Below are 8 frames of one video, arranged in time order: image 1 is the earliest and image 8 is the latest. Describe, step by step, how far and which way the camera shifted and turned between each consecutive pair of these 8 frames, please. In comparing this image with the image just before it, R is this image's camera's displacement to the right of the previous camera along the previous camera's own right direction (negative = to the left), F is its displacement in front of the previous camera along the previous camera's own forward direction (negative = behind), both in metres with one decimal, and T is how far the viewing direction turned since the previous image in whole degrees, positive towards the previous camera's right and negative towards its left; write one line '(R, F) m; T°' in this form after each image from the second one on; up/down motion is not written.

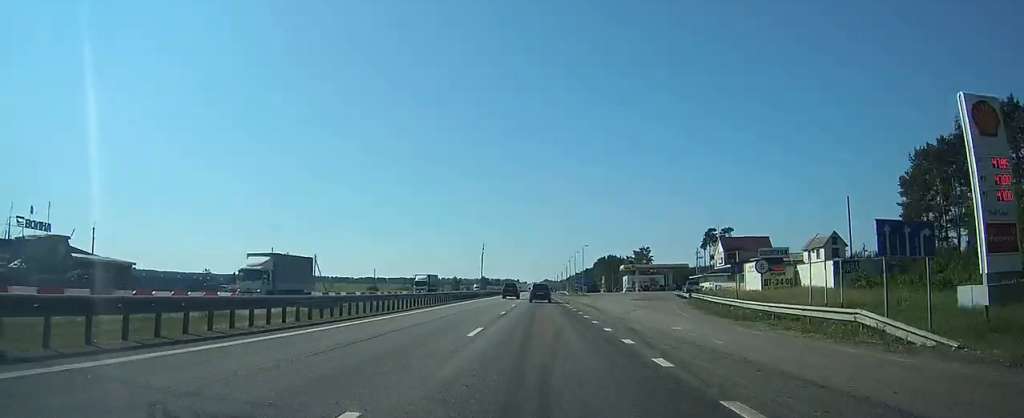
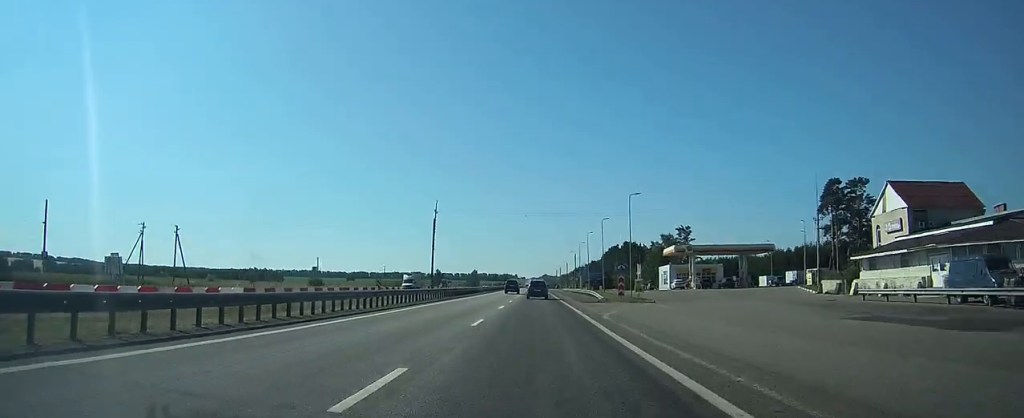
(0.0, +56.8) m; 0°
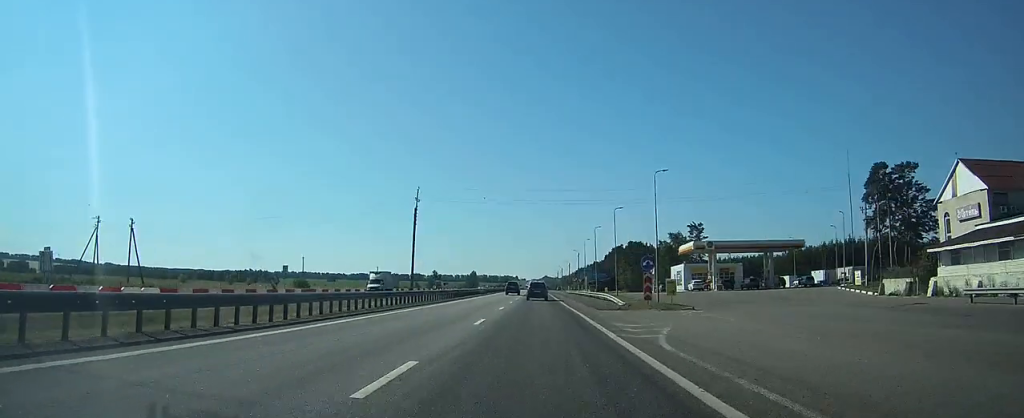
(0.0, +11.2) m; 0°
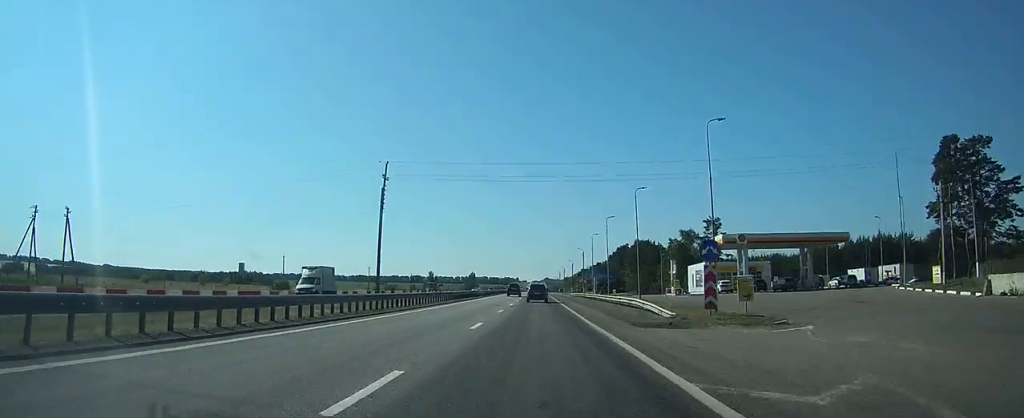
(0.0, +12.9) m; 0°
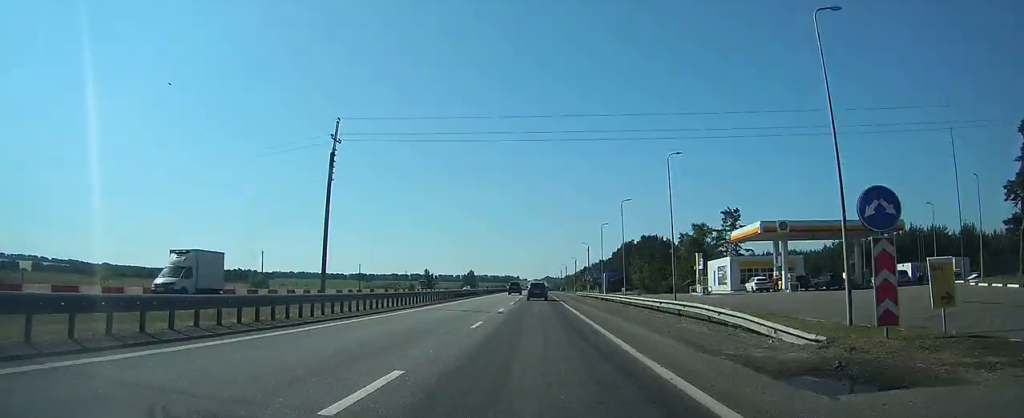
(0.0, +12.0) m; 0°
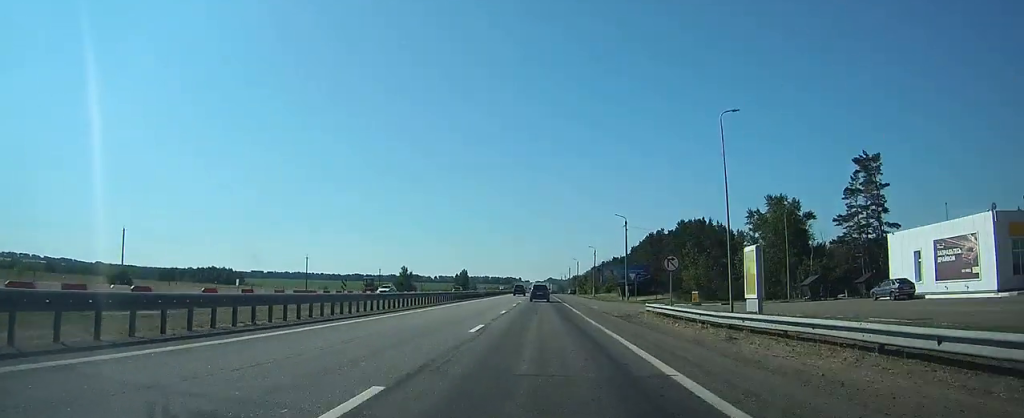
(-0.1, +49.5) m; 0°
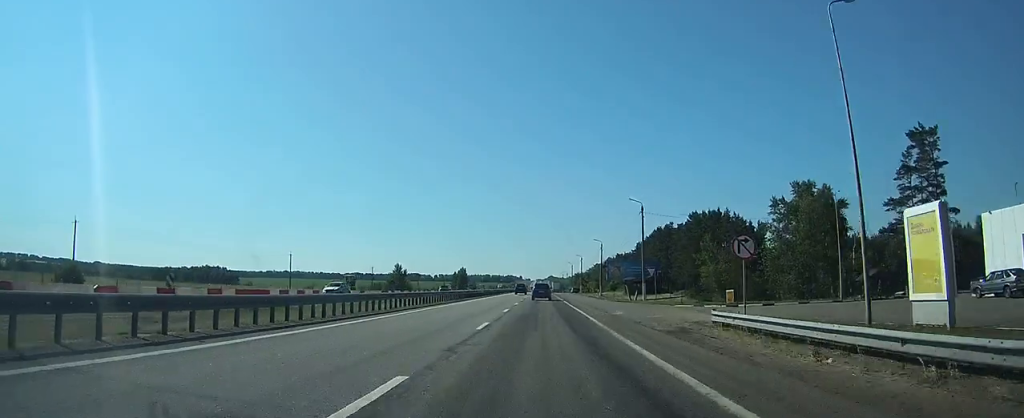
(0.0, +11.0) m; 0°
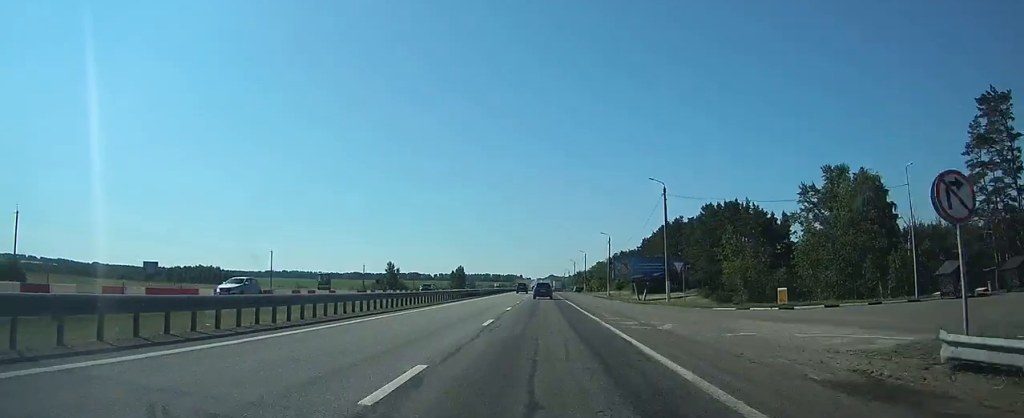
(0.0, +11.0) m; 0°
